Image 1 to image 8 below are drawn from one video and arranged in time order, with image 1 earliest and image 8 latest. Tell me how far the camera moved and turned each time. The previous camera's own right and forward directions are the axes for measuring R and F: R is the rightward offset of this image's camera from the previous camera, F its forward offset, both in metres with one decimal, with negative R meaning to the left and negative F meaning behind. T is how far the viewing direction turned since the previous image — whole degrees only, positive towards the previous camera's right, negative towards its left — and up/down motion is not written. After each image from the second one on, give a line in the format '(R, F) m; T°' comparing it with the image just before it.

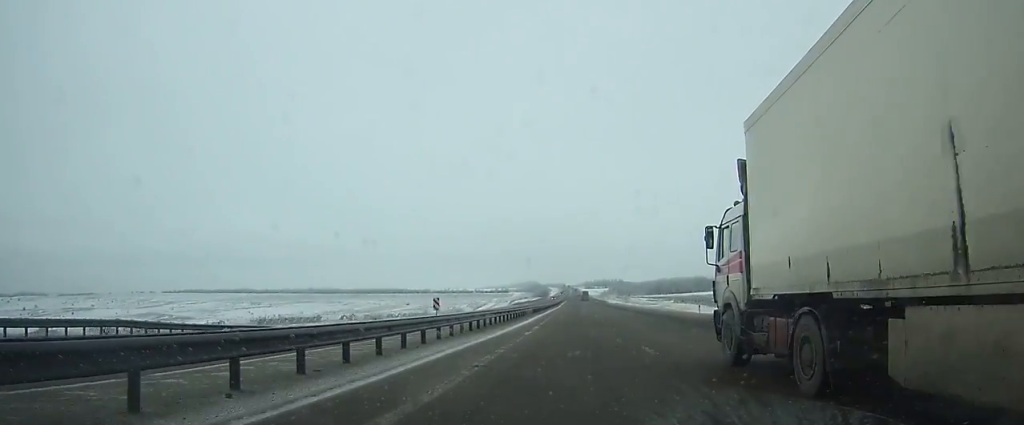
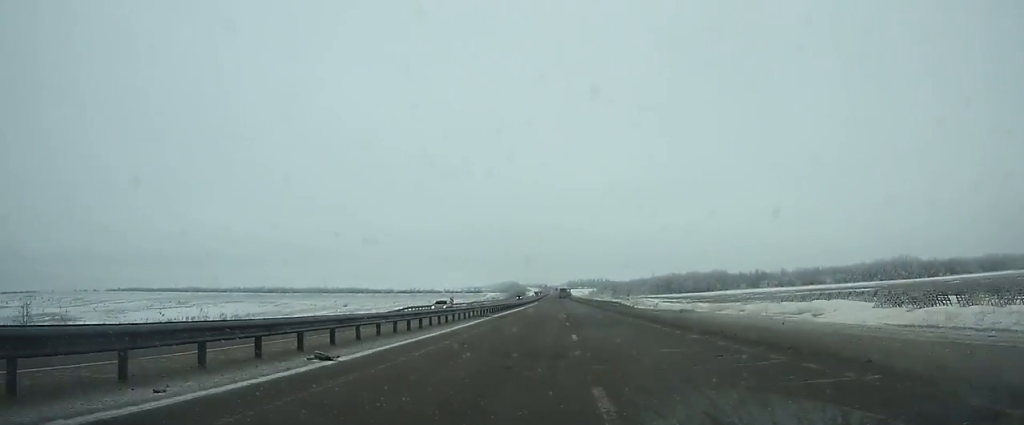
(+1.0, +110.0) m; 0°
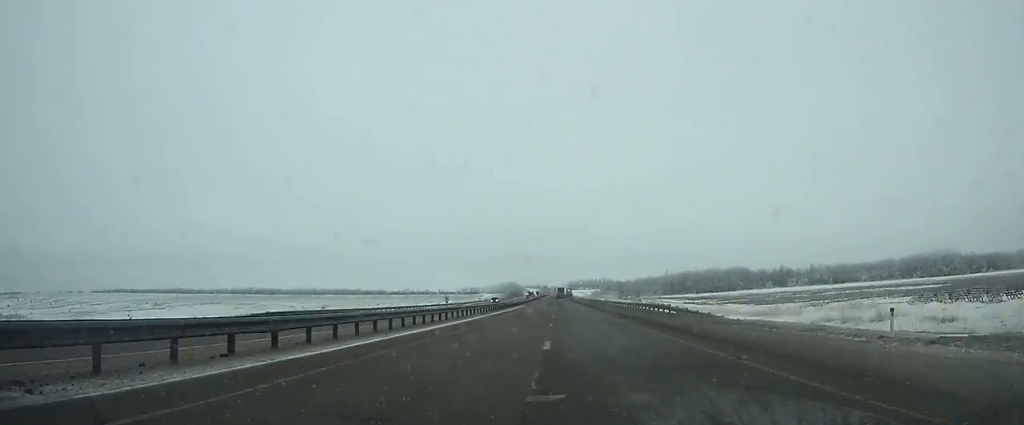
(+0.1, +38.7) m; 0°
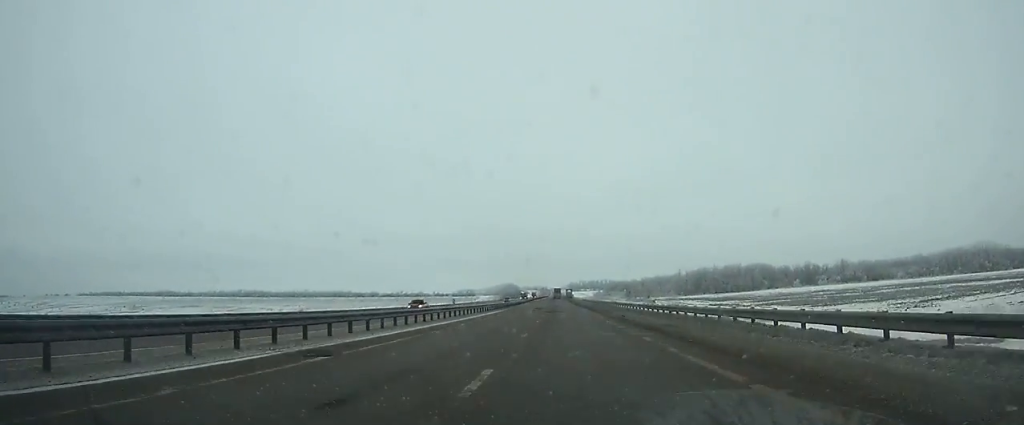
(-0.1, +32.7) m; 0°
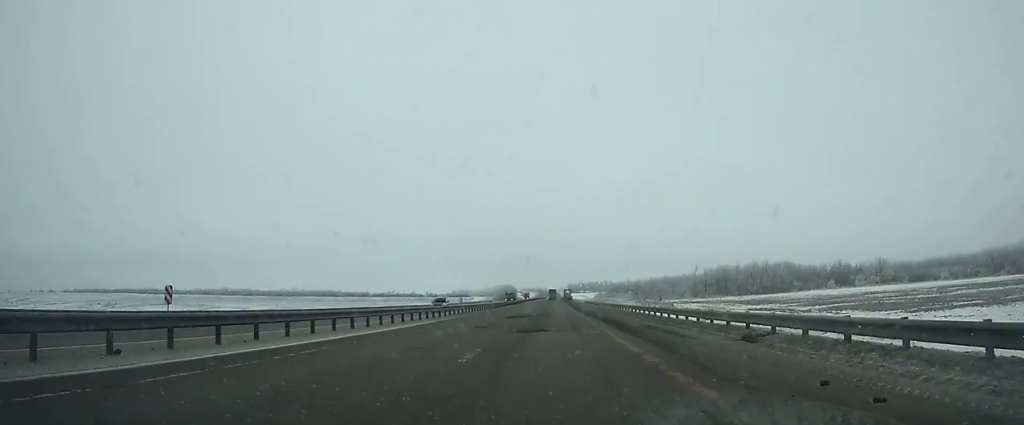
(0.0, +32.4) m; 0°
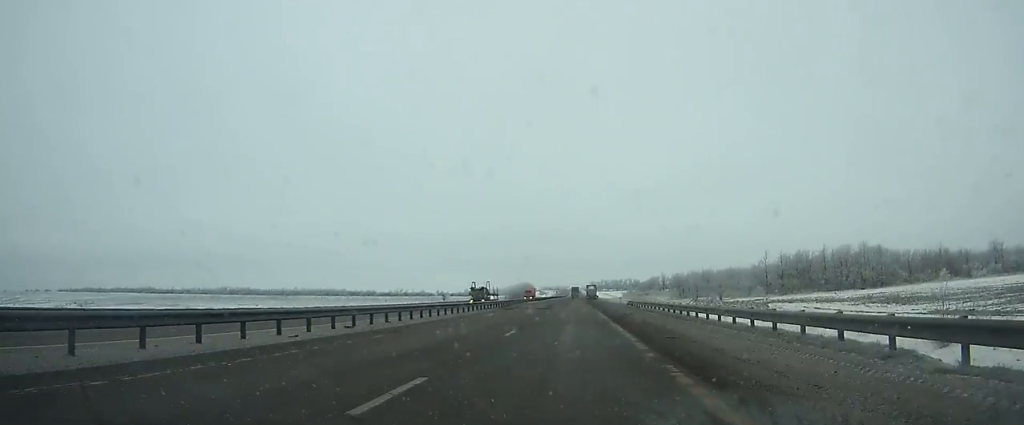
(-0.4, +53.3) m; 0°
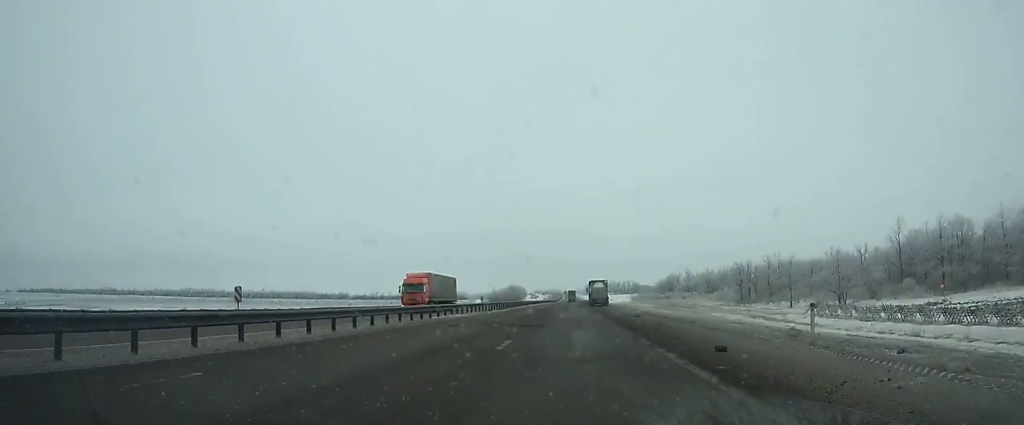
(-0.3, +63.5) m; 0°
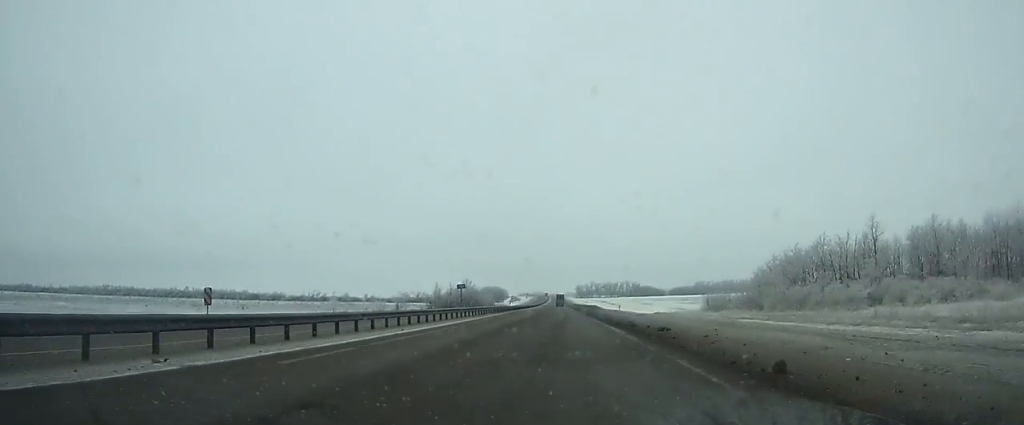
(+1.1, +122.1) m; +1°
